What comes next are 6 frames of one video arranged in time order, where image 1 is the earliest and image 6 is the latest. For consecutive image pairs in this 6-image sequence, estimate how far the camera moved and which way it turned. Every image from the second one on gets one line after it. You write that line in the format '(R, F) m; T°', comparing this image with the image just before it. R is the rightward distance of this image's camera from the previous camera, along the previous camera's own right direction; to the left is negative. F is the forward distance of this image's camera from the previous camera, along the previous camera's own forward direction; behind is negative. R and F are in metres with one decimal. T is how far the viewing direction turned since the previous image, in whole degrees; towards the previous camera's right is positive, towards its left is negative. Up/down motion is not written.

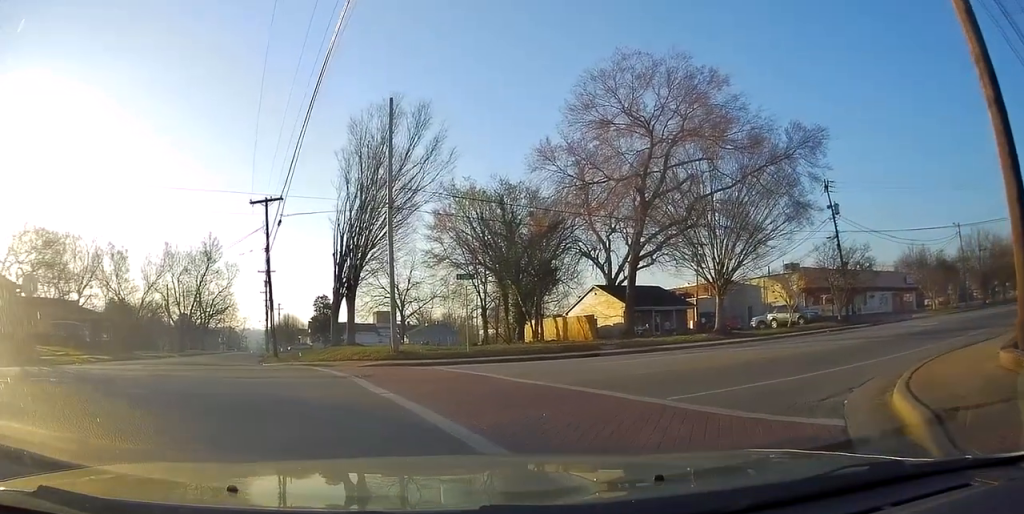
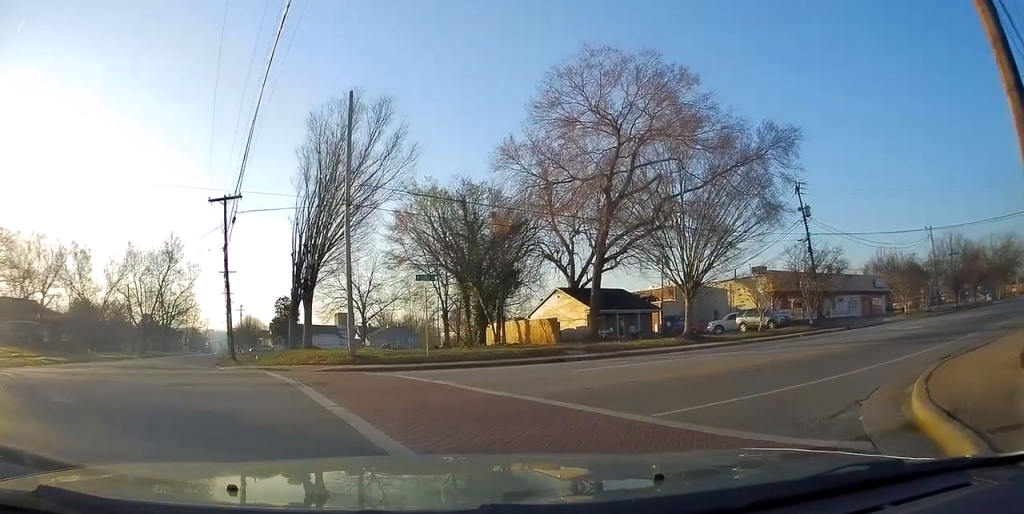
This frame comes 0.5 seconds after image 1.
(+0.2, +1.7) m; +8°
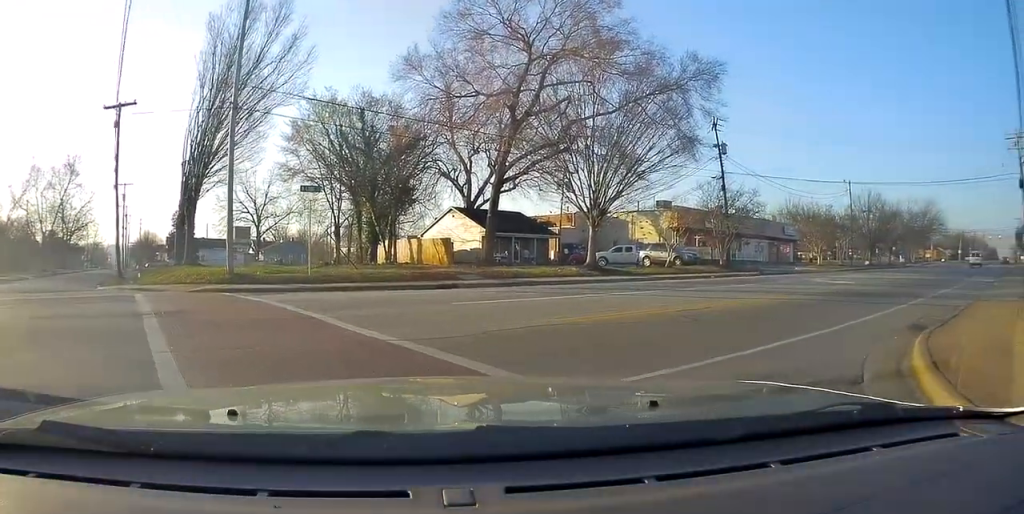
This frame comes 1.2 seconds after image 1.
(+0.2, +2.1) m; +8°
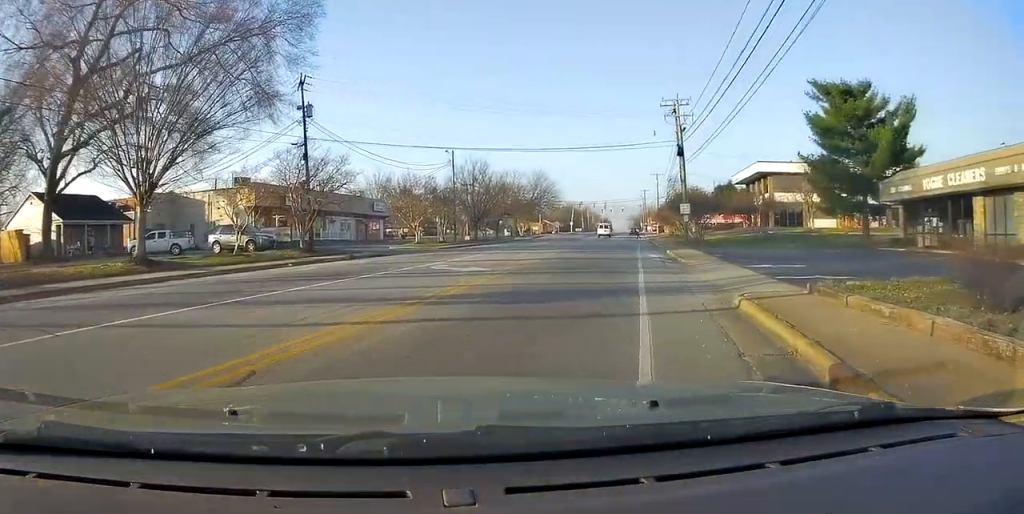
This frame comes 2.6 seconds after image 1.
(+0.6, +5.2) m; +17°
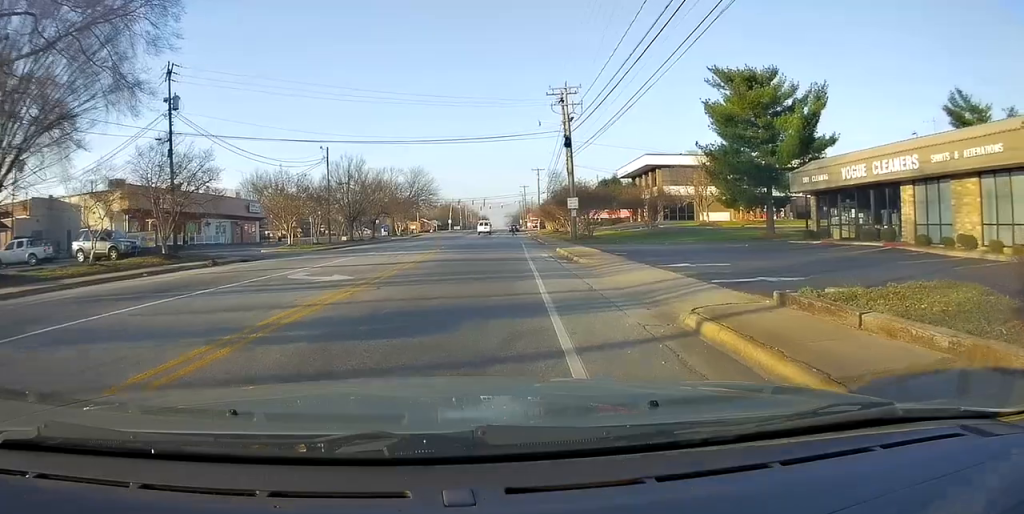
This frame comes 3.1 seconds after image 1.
(0.0, +2.1) m; +9°
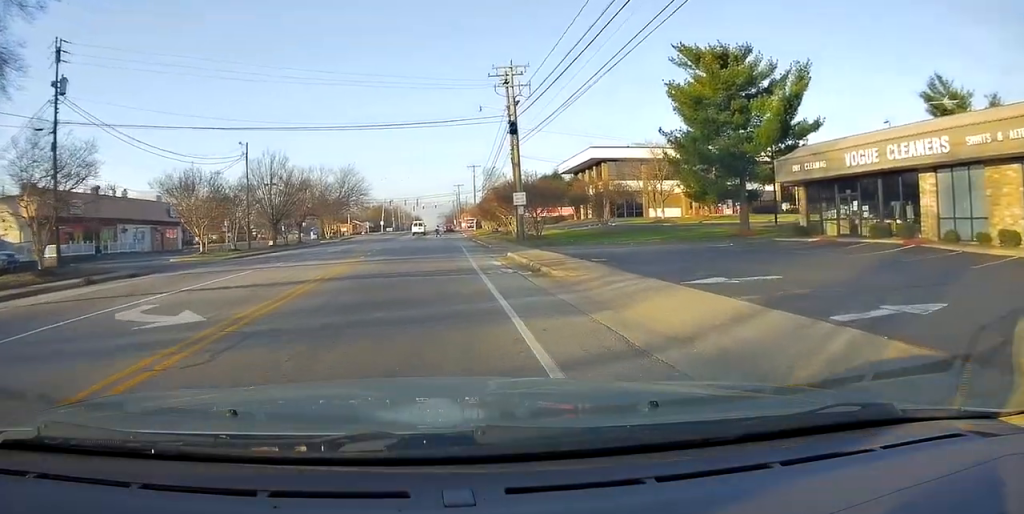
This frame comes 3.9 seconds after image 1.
(+0.7, +4.6) m; +11°
